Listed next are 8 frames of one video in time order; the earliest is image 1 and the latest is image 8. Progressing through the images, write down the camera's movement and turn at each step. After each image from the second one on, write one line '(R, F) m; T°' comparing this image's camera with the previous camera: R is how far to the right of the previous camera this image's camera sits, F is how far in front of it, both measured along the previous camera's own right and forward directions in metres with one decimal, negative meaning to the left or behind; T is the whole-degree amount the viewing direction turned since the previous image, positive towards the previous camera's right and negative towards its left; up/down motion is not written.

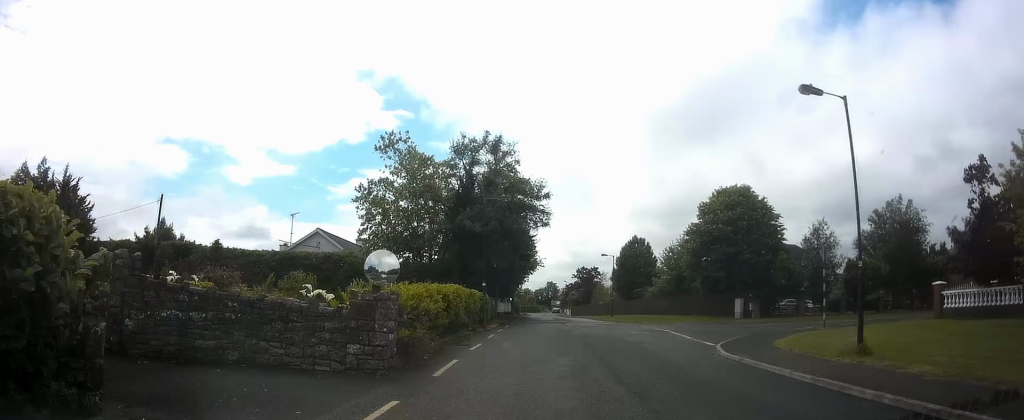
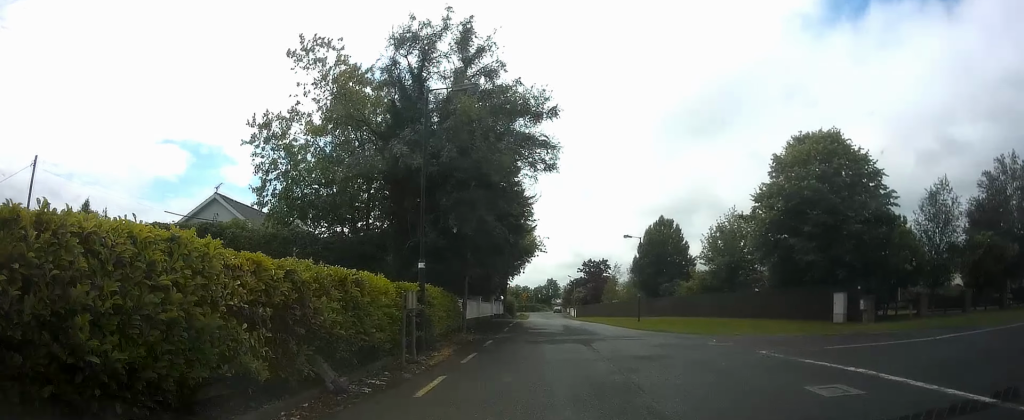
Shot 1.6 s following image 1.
(+0.3, +17.4) m; -1°
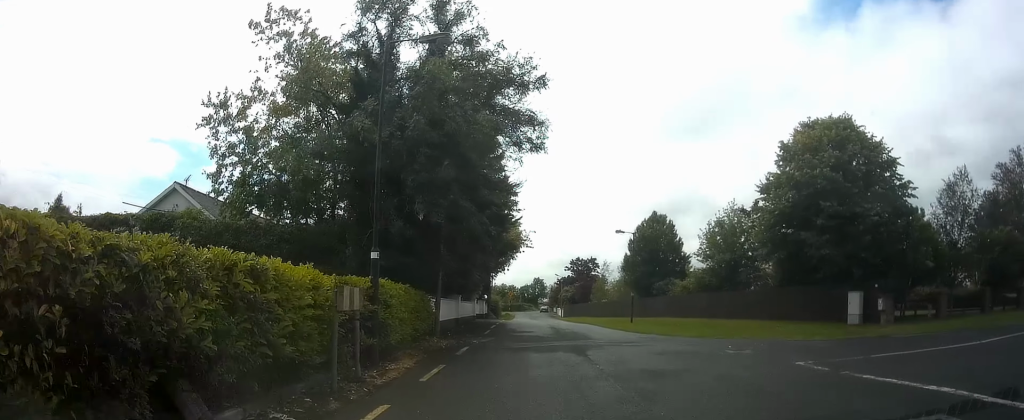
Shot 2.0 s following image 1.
(-0.2, +3.3) m; -2°
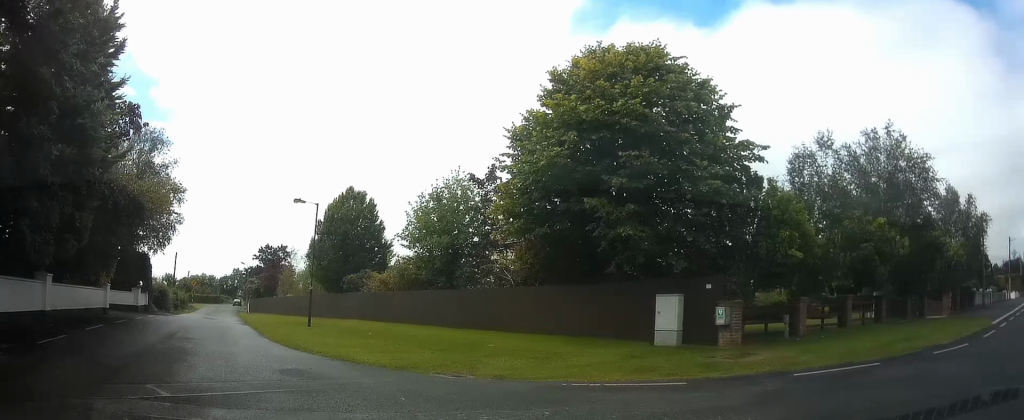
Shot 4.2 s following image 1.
(+1.3, +12.1) m; +33°
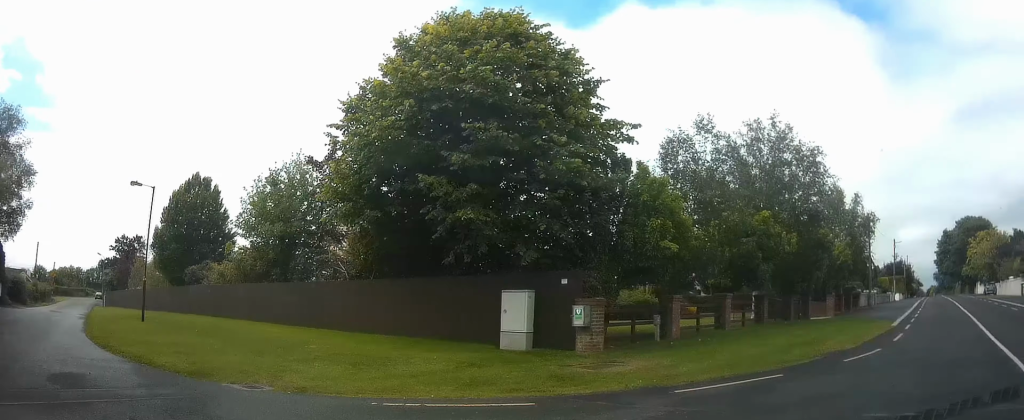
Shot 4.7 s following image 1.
(+0.3, +2.3) m; +14°
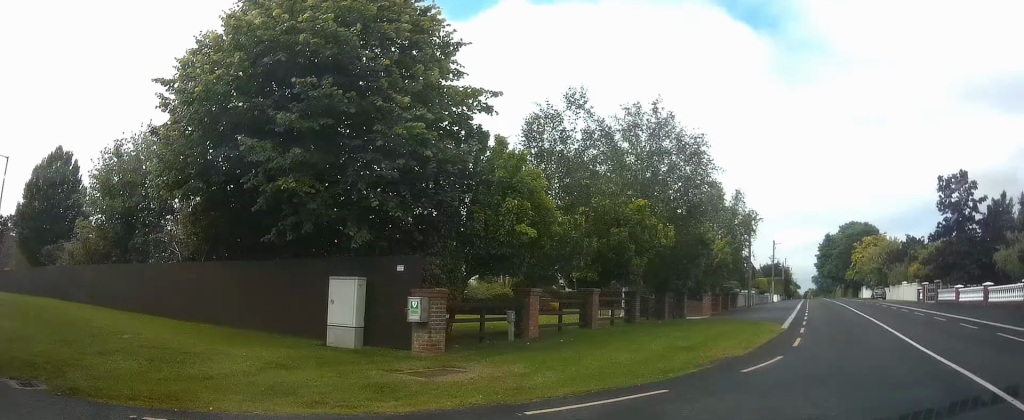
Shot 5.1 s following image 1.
(+0.2, +2.0) m; +11°
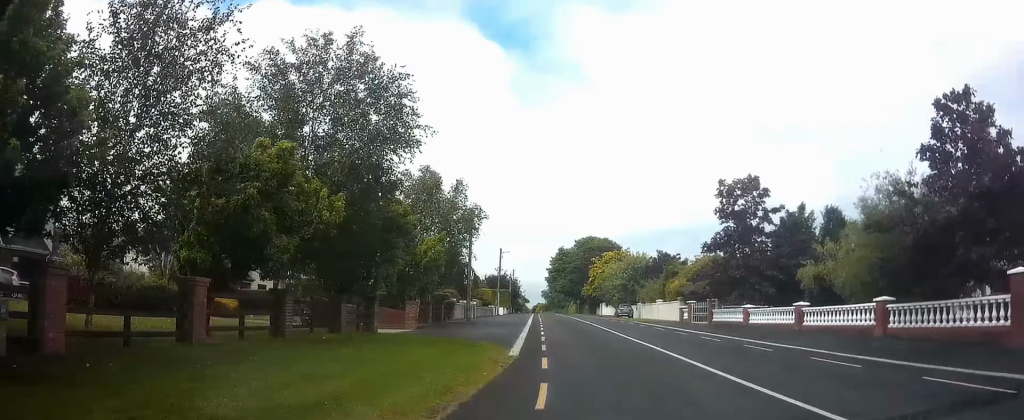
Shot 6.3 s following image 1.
(+1.4, +5.6) m; +28°
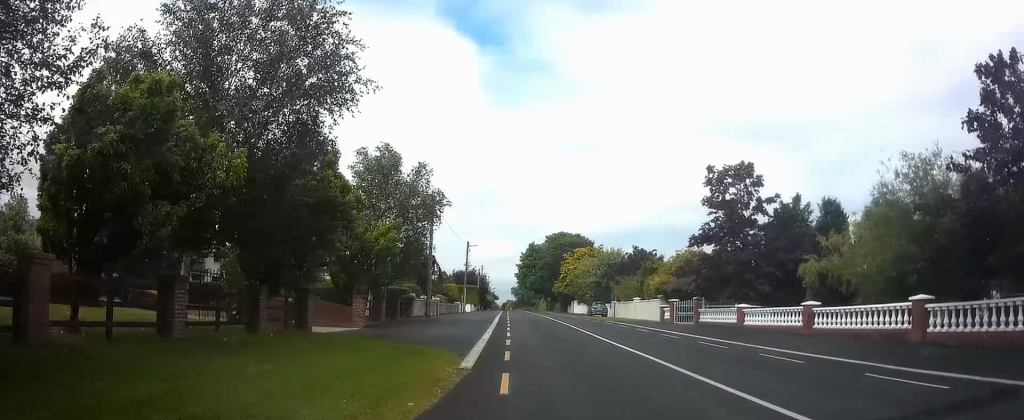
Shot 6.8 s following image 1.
(+0.4, +3.0) m; +7°
